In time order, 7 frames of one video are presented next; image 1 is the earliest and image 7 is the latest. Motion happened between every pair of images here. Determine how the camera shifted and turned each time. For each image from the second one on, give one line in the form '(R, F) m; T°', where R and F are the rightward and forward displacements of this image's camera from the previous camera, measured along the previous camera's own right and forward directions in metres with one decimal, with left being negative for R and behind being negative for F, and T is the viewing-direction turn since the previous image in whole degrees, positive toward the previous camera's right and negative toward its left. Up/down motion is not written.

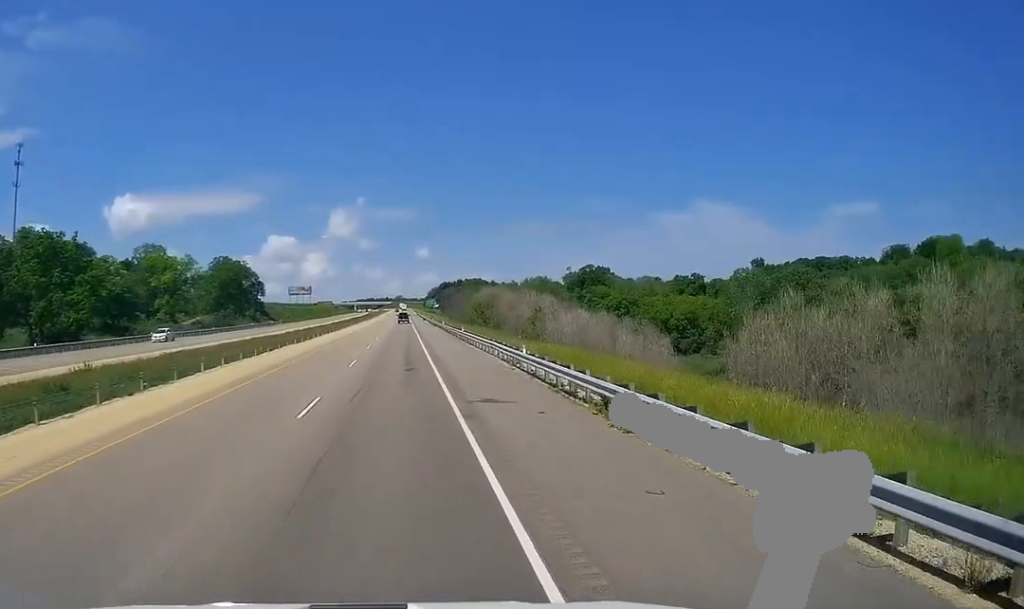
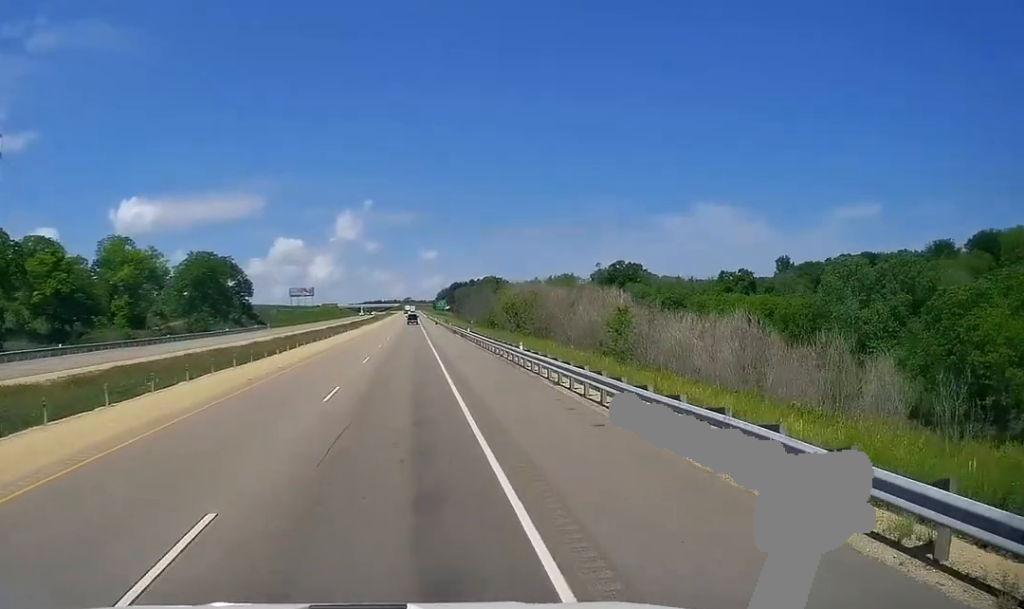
(+0.1, +27.3) m; 0°
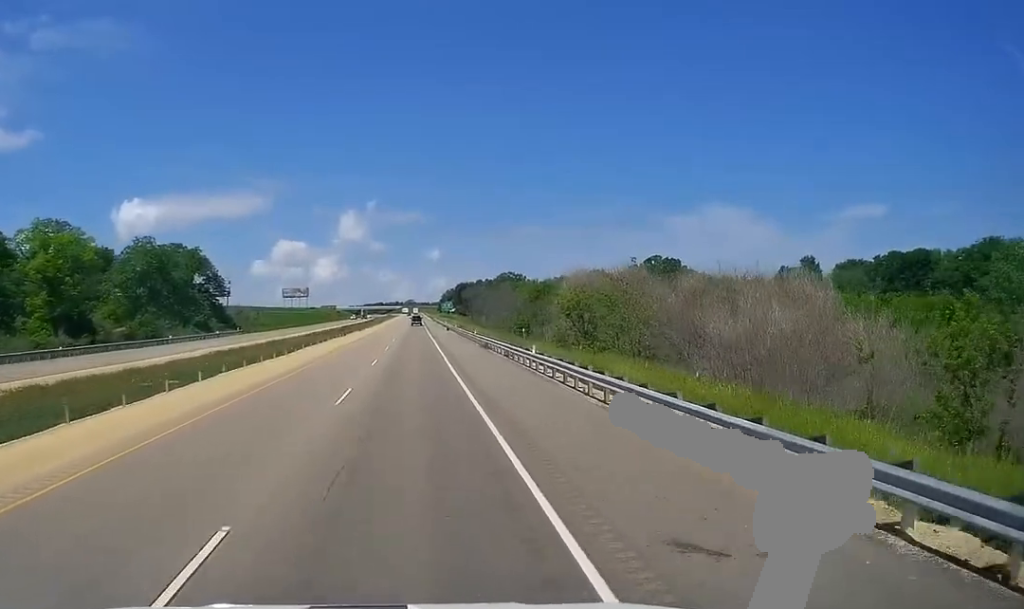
(-0.1, +31.5) m; 0°
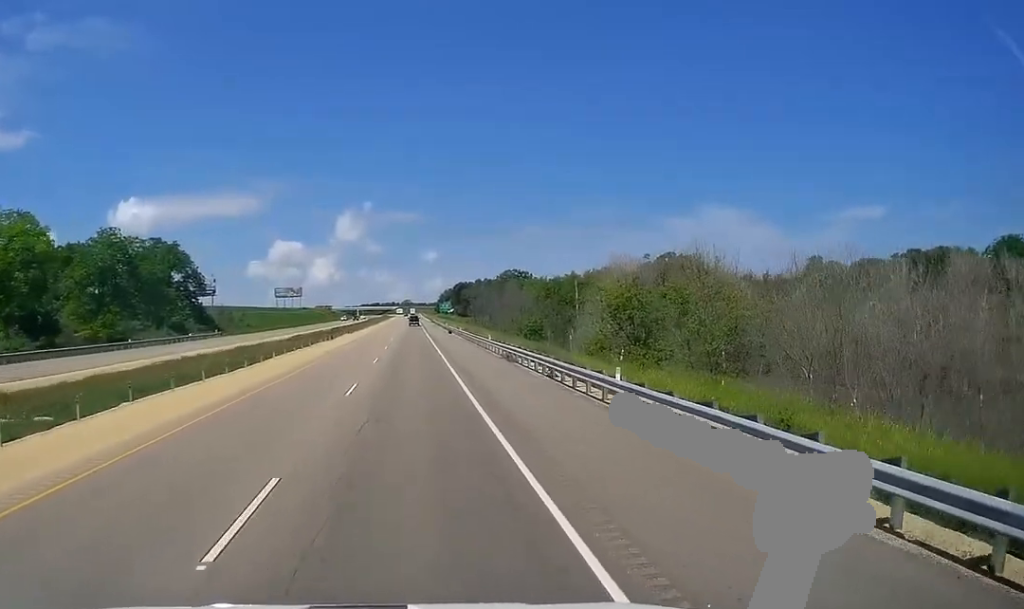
(0.0, +13.1) m; 0°
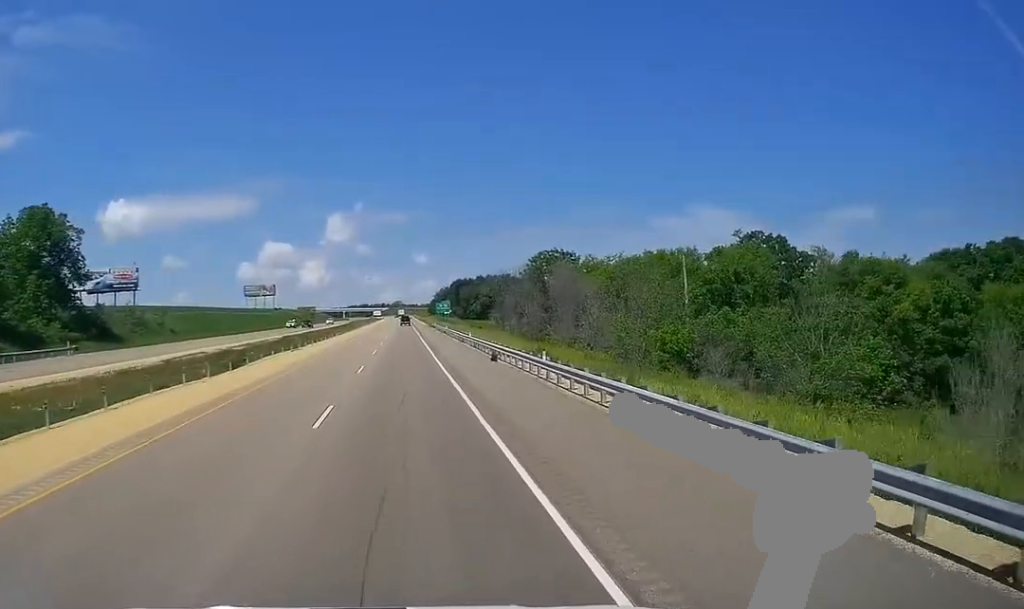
(0.0, +52.4) m; -1°
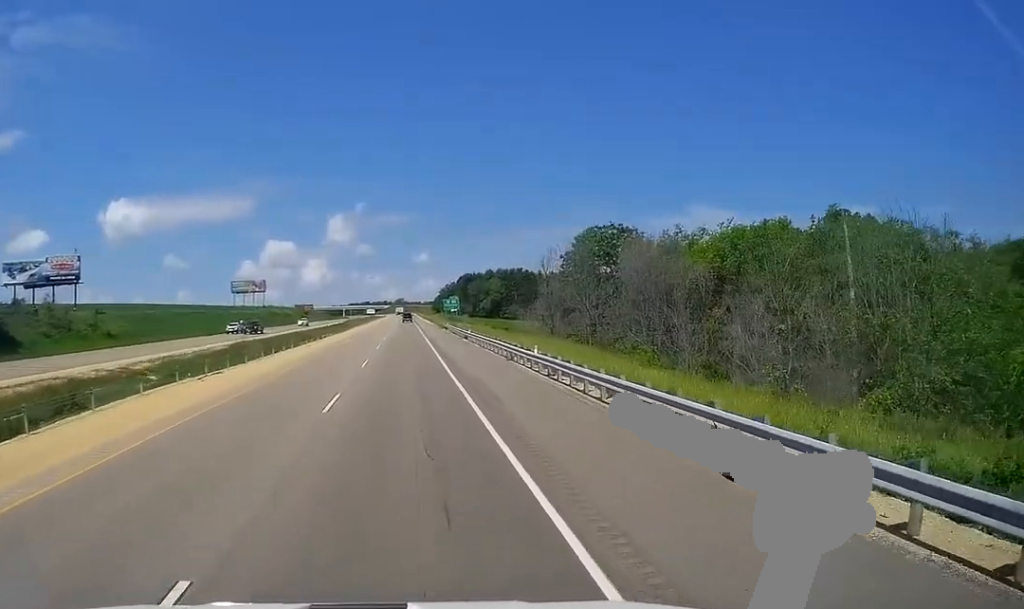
(-0.3, +28.8) m; 0°
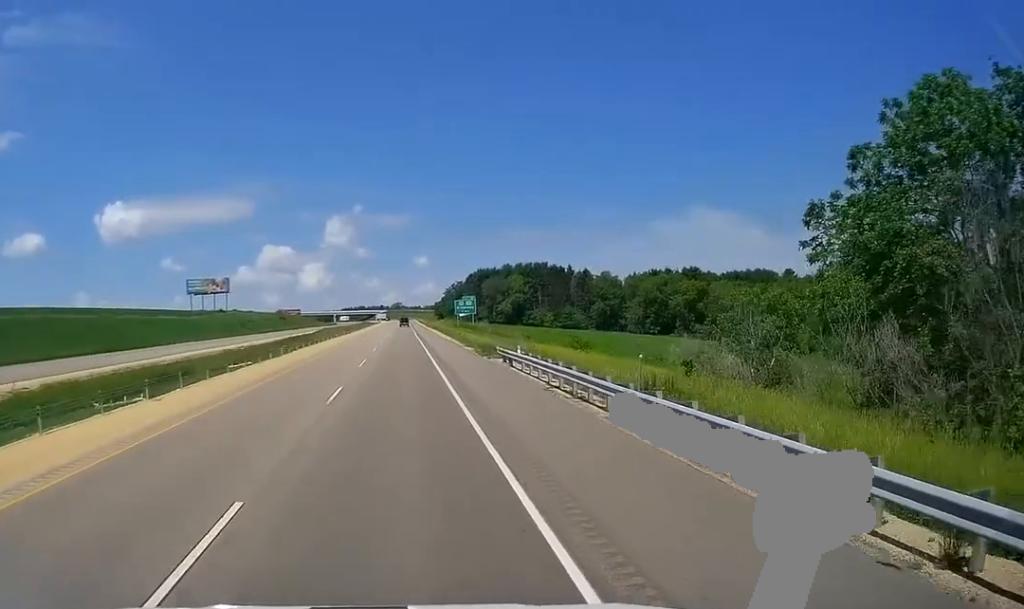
(+0.9, +58.5) m; +1°
